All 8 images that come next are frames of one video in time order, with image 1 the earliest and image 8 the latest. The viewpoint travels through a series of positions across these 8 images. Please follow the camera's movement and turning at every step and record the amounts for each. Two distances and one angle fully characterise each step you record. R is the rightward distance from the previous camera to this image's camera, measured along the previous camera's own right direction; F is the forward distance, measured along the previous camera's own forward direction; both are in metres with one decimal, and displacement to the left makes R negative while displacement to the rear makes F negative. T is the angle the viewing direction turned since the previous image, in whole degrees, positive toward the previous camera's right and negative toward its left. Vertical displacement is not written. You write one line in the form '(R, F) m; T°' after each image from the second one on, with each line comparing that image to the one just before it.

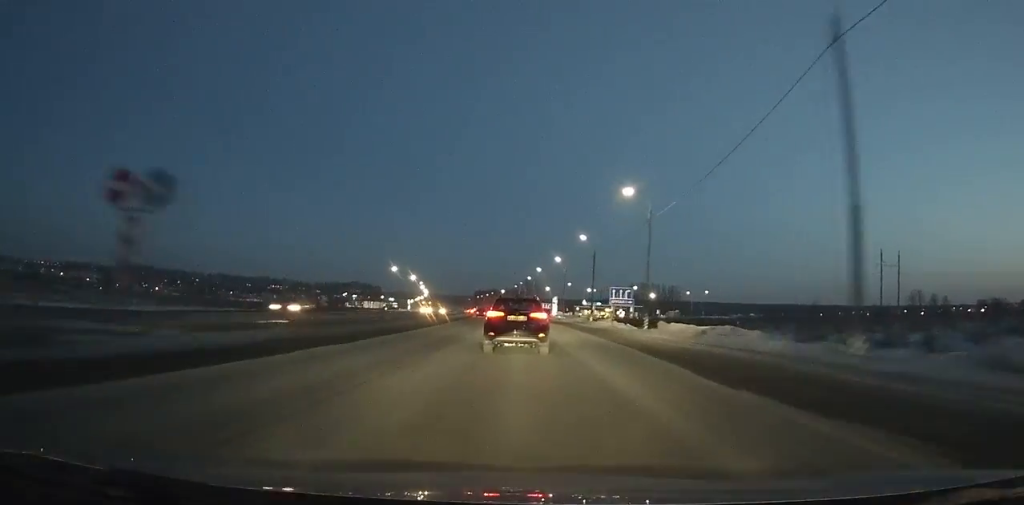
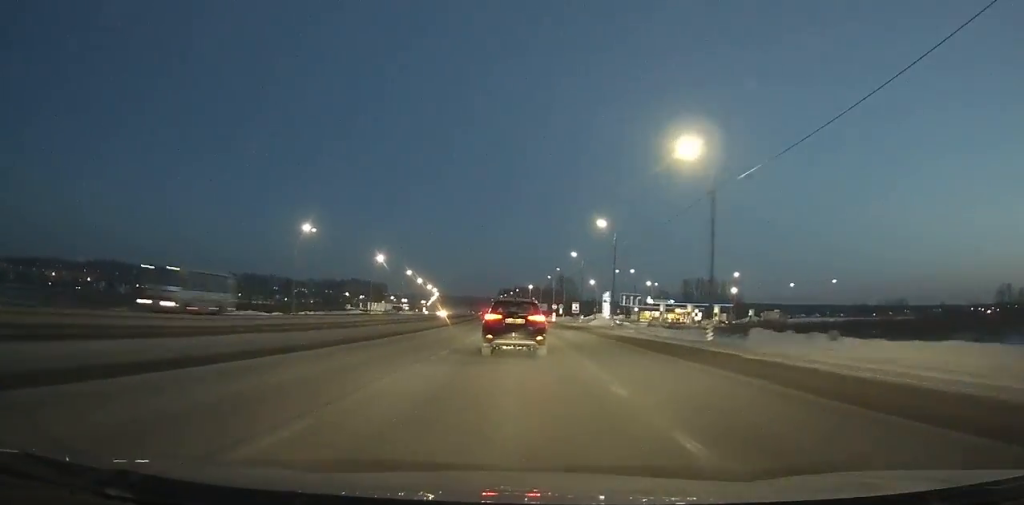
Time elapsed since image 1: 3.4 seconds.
(-1.0, +72.8) m; -2°
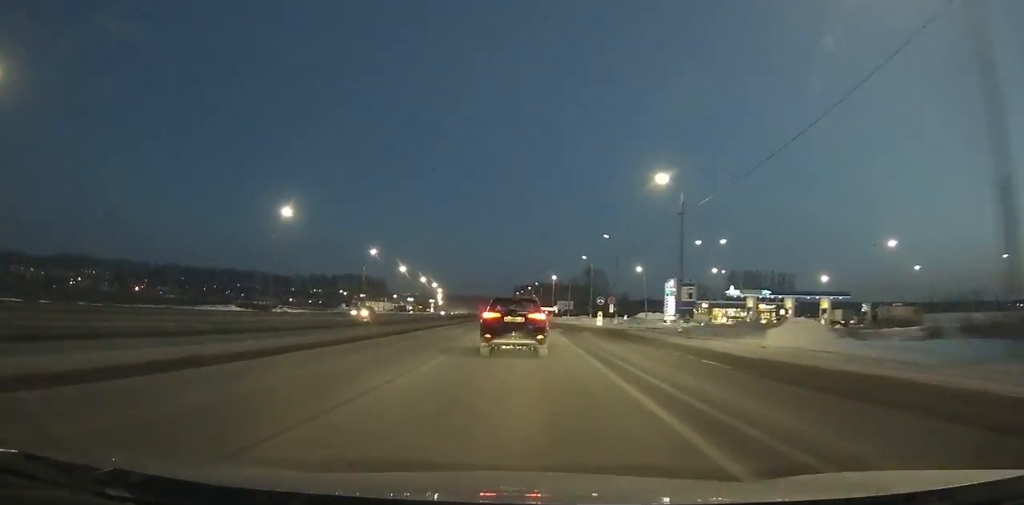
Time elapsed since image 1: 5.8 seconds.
(-1.1, +51.8) m; -2°
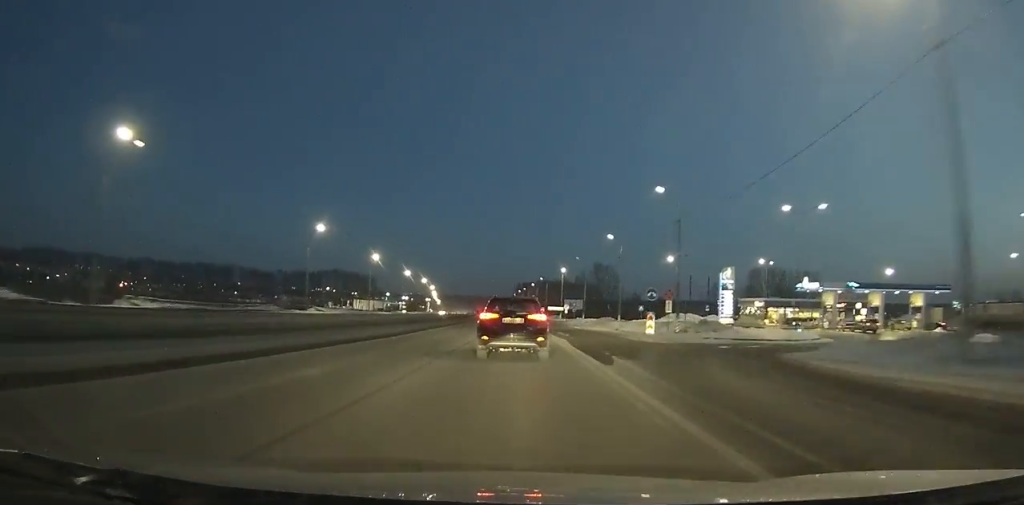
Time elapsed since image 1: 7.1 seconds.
(-0.2, +27.8) m; -1°
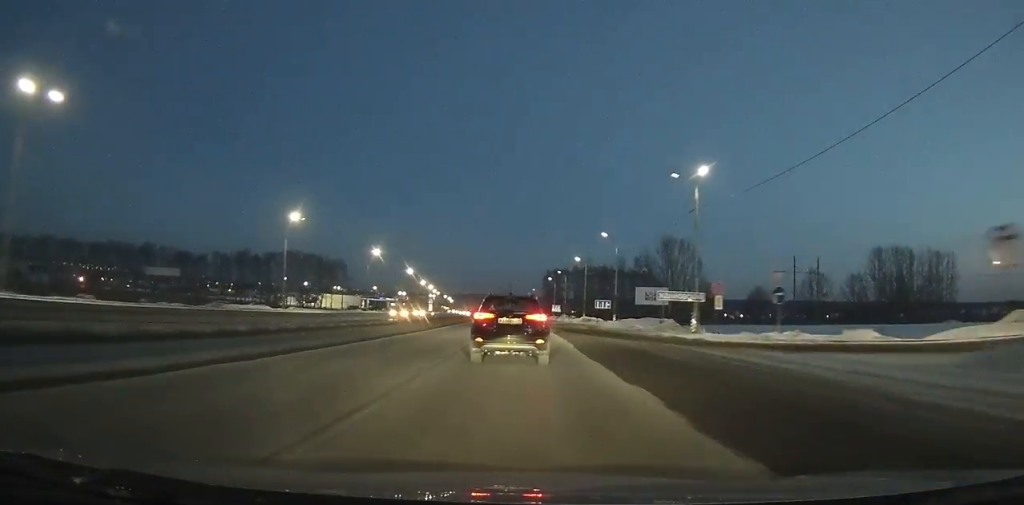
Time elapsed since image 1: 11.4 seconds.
(-2.1, +88.7) m; -2°
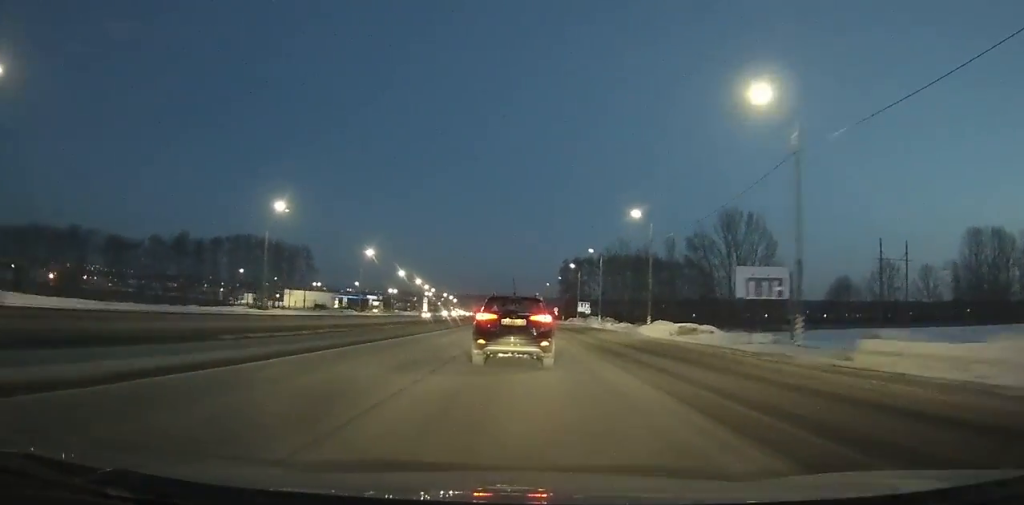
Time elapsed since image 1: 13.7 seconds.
(-0.4, +46.1) m; -1°
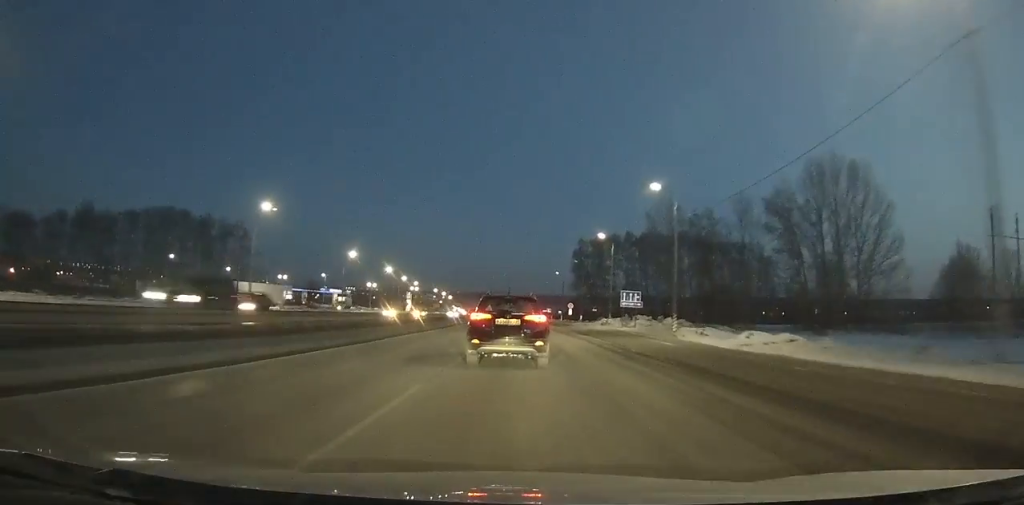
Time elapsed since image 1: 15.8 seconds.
(-0.1, +41.5) m; -1°
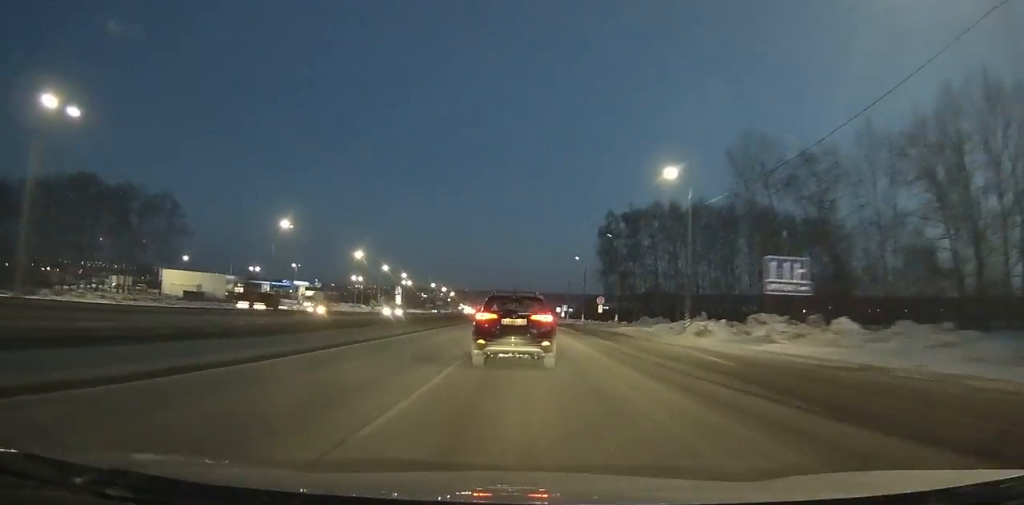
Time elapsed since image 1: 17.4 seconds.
(-0.3, +31.2) m; 0°
